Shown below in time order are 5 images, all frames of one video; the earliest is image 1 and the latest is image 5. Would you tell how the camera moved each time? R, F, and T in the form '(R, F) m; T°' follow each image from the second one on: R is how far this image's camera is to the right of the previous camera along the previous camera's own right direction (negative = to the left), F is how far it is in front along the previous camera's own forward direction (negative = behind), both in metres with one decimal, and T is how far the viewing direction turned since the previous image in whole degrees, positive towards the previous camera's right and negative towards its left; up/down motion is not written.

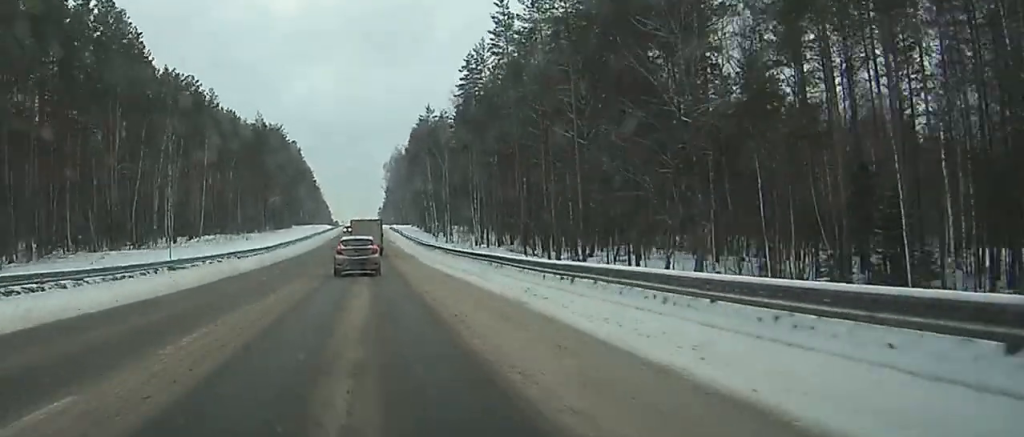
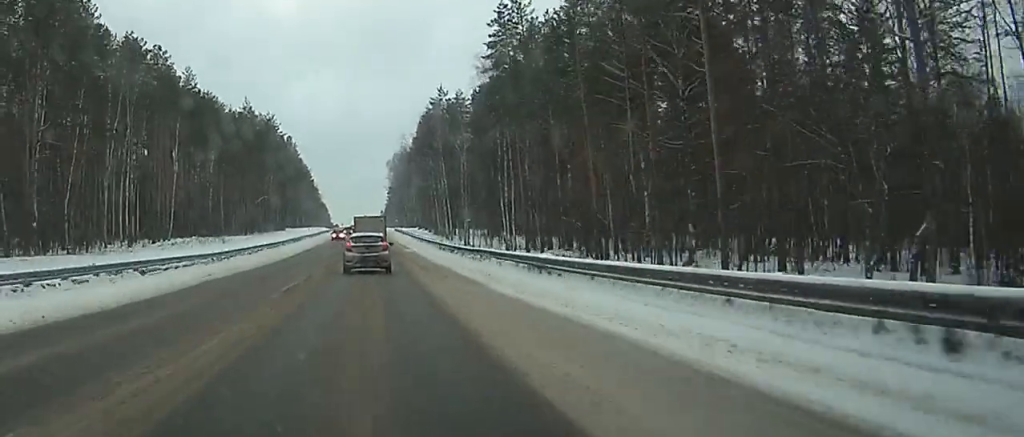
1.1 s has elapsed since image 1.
(+0.1, +25.6) m; 0°
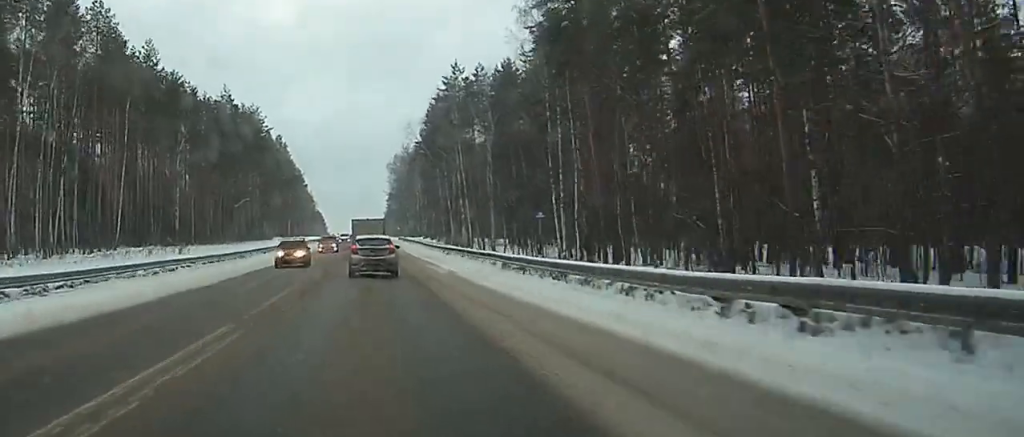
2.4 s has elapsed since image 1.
(0.0, +27.6) m; 0°
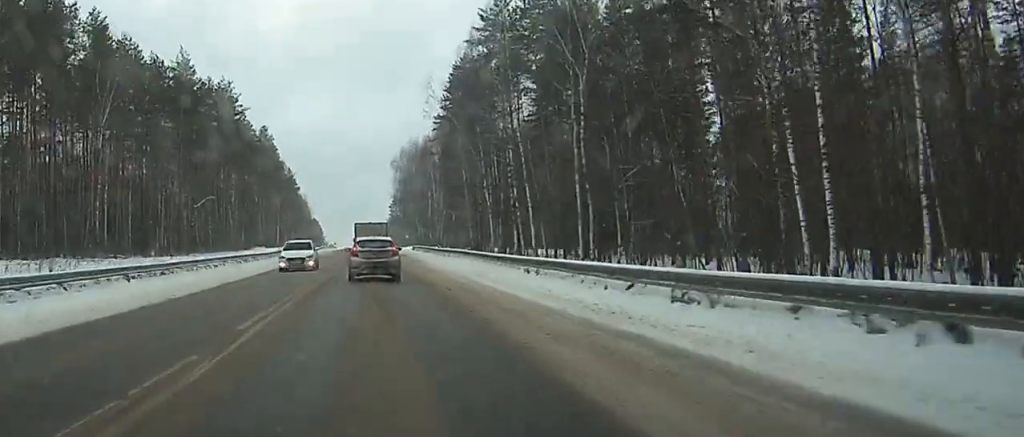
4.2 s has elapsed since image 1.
(0.0, +40.0) m; 0°
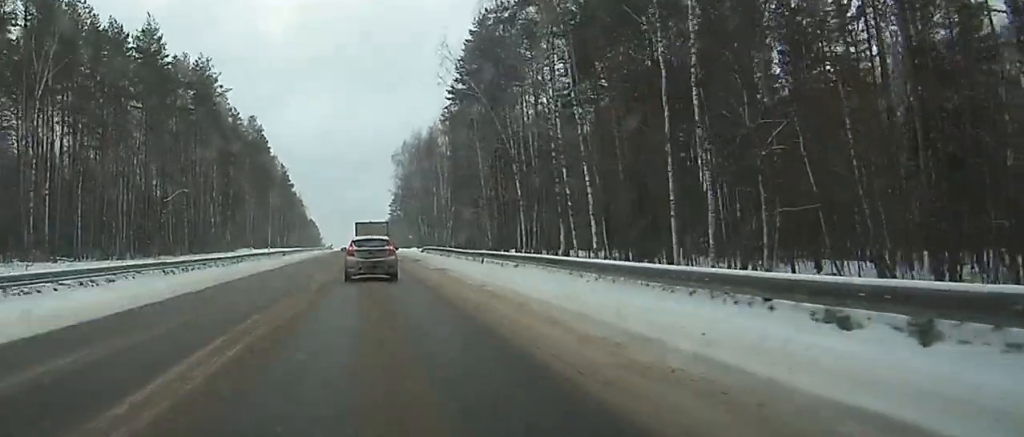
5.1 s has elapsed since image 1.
(0.0, +18.8) m; 0°
